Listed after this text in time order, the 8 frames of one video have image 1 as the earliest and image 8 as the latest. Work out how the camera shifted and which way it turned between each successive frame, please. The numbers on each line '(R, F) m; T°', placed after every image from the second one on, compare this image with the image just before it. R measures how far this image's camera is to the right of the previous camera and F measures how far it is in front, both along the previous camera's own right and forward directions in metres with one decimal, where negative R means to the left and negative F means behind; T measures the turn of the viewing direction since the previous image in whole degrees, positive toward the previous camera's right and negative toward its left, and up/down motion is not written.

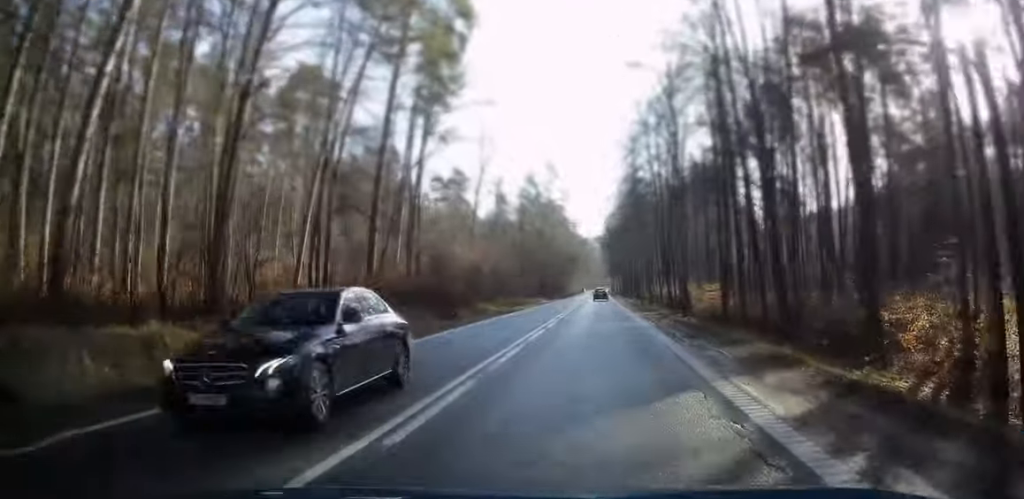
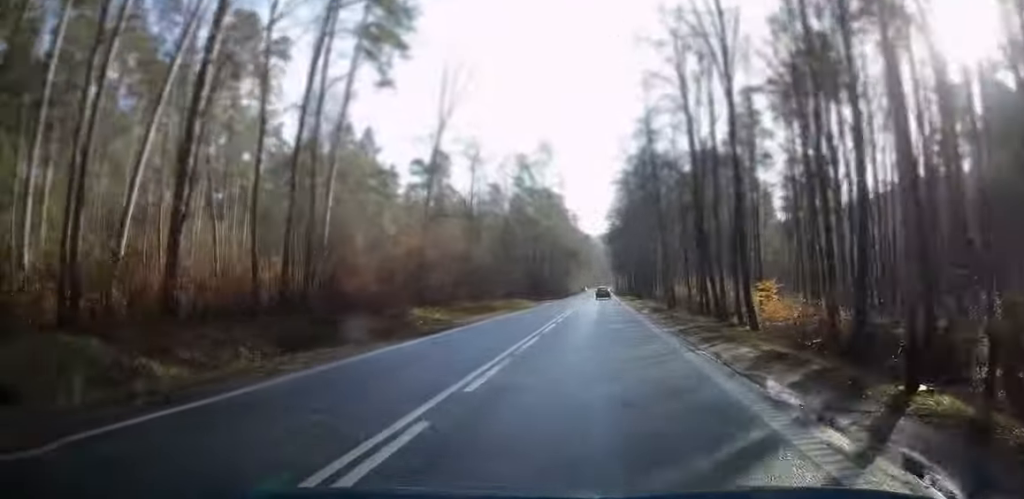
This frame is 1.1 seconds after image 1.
(-0.3, +21.2) m; -2°
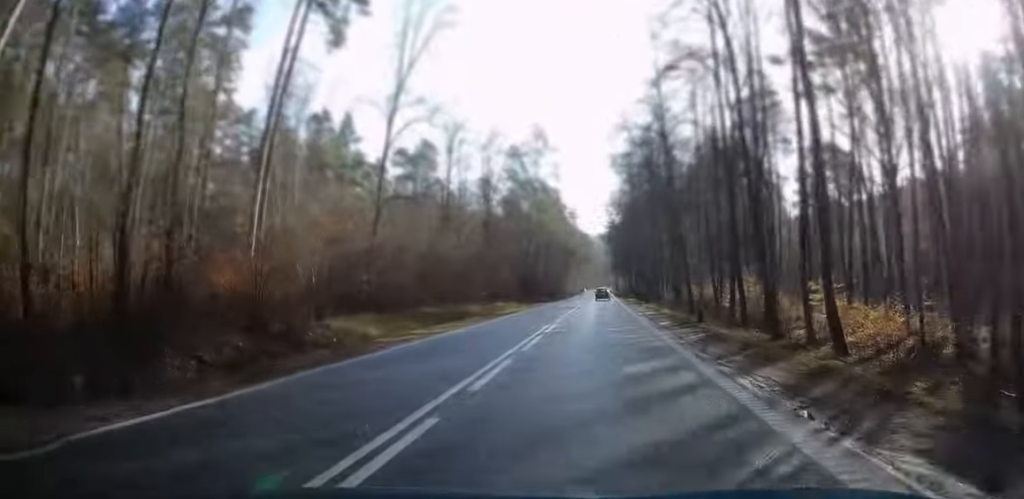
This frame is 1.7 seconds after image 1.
(0.0, +11.7) m; -1°
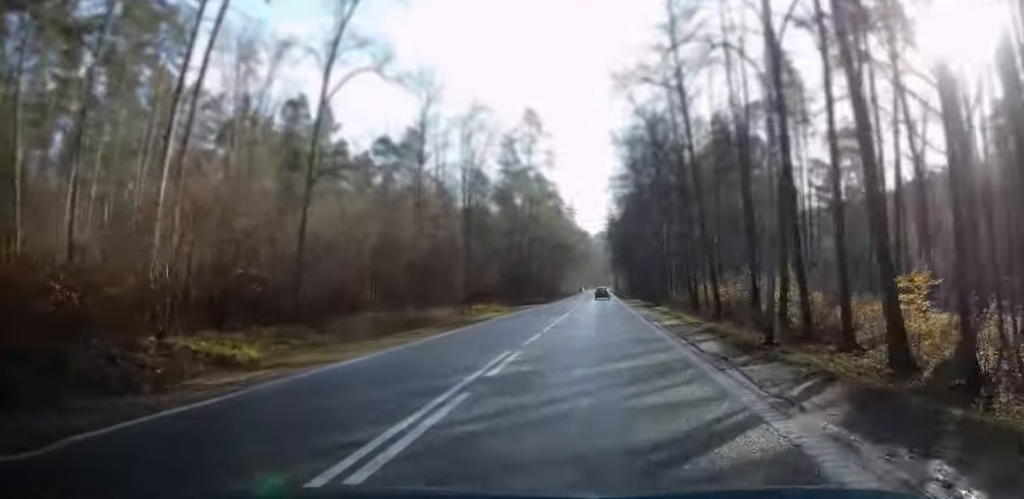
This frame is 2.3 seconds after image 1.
(-0.2, +10.5) m; 0°
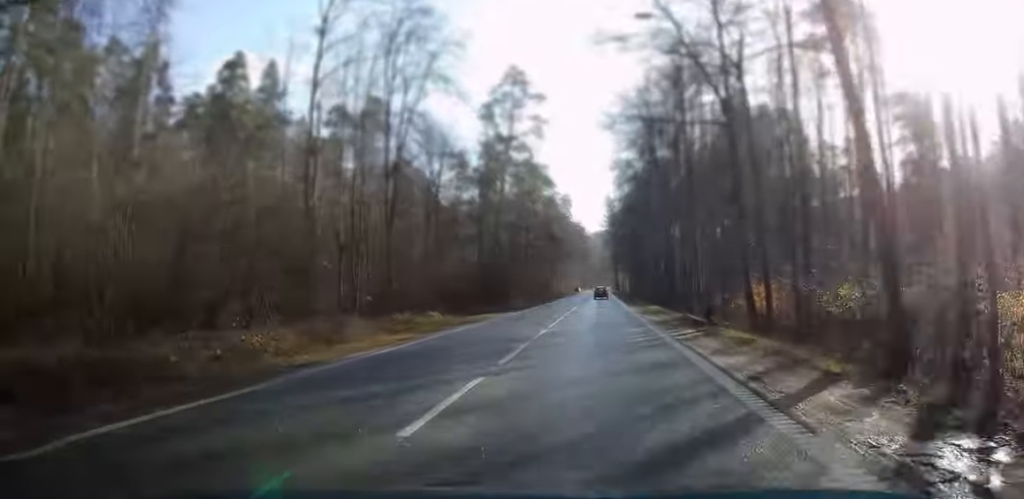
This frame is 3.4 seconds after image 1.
(+0.3, +22.1) m; 0°
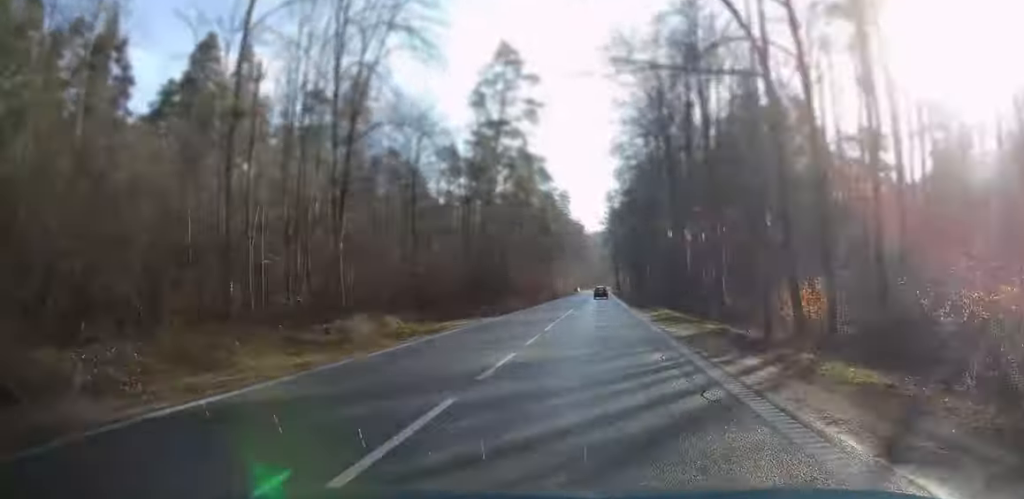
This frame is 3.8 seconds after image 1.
(0.0, +8.1) m; 0°
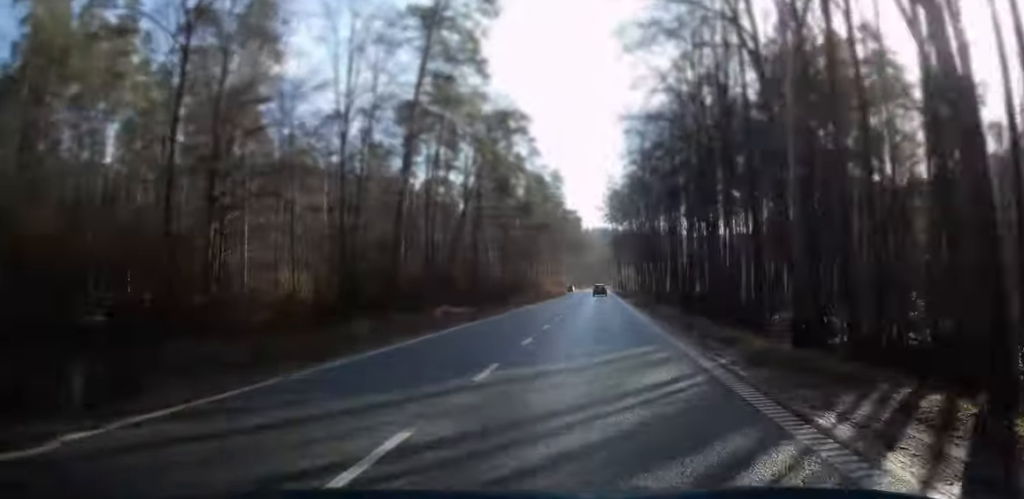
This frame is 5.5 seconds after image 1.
(+0.1, +32.0) m; 0°
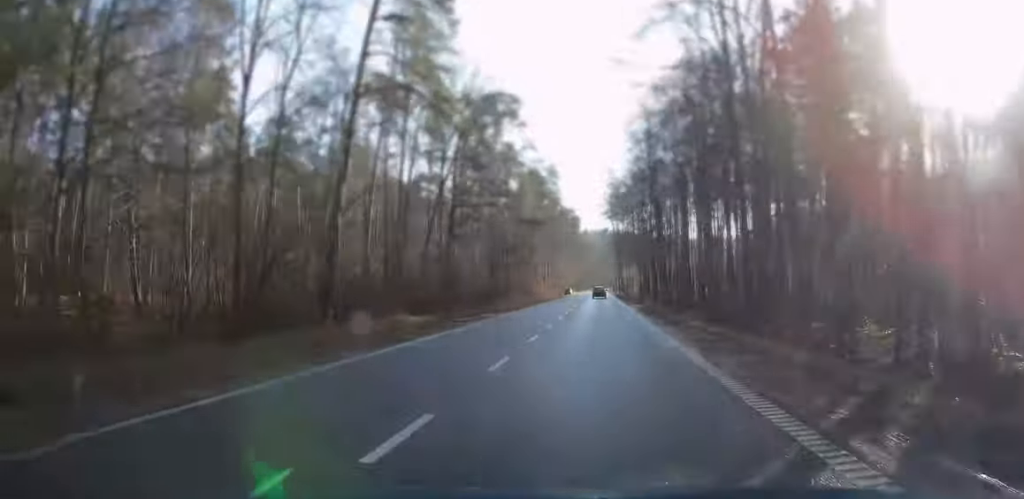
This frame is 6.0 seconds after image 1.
(-0.1, +10.8) m; 0°
